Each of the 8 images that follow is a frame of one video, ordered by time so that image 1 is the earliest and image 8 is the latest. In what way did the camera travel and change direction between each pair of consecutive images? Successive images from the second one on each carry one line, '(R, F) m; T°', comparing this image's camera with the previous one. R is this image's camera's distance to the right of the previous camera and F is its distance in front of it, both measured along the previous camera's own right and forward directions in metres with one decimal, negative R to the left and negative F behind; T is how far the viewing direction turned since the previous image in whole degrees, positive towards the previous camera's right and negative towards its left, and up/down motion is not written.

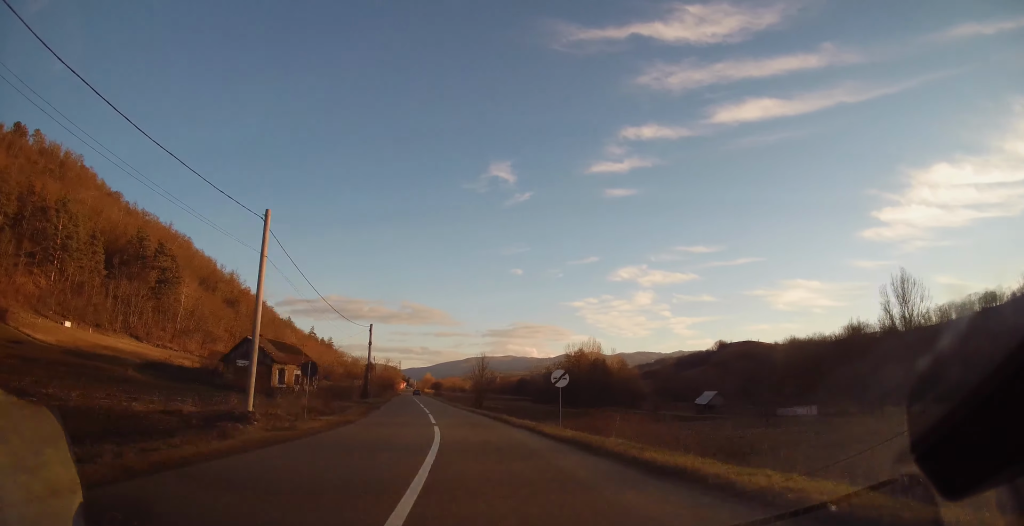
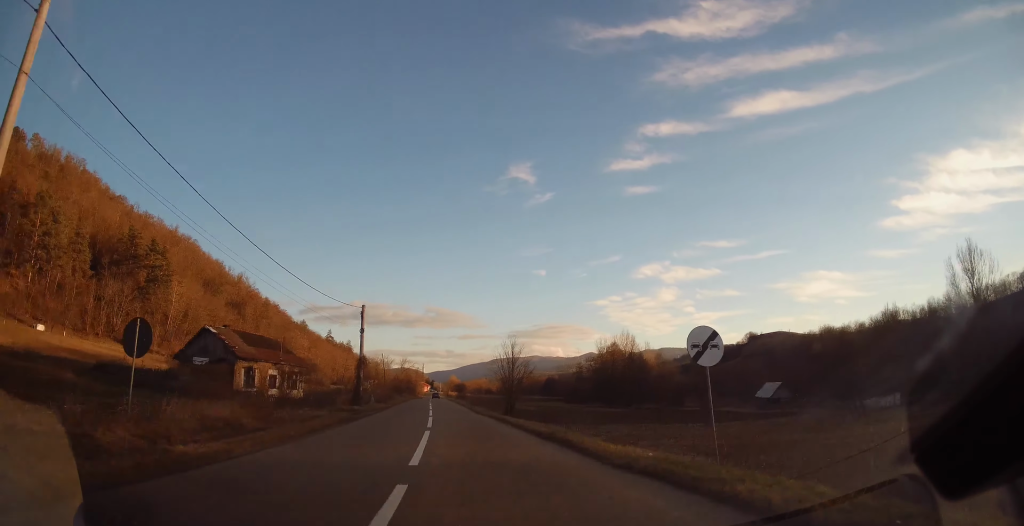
(-0.5, +14.5) m; -2°
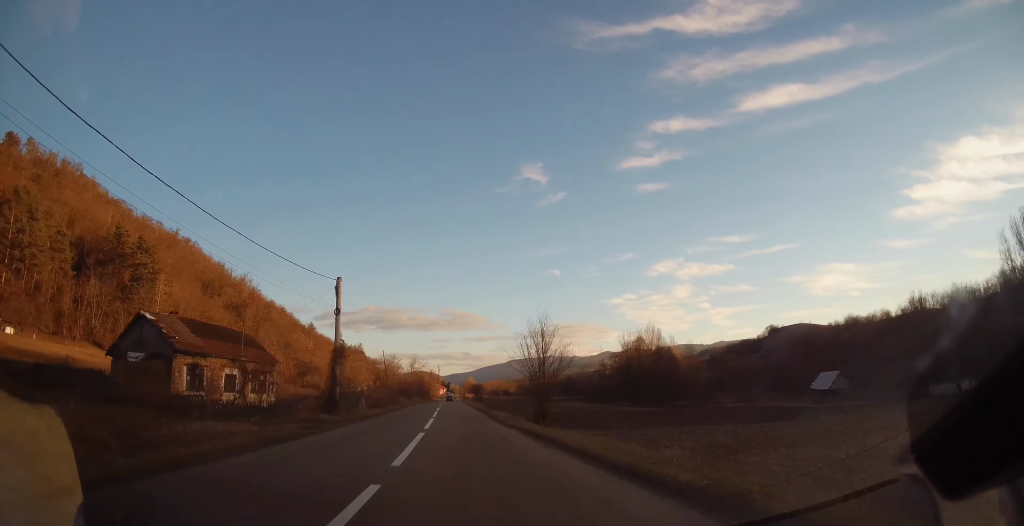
(-0.1, +11.6) m; -1°
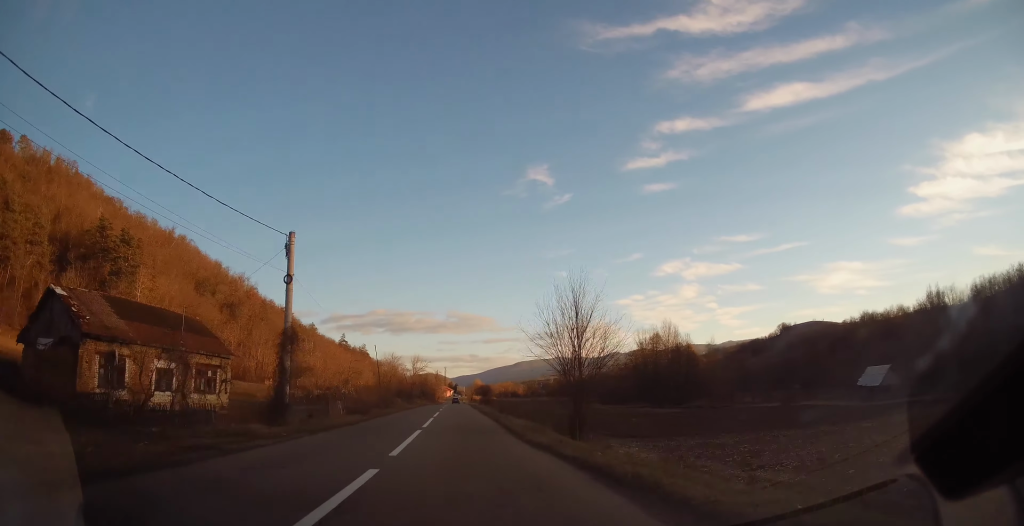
(-0.1, +9.7) m; -1°
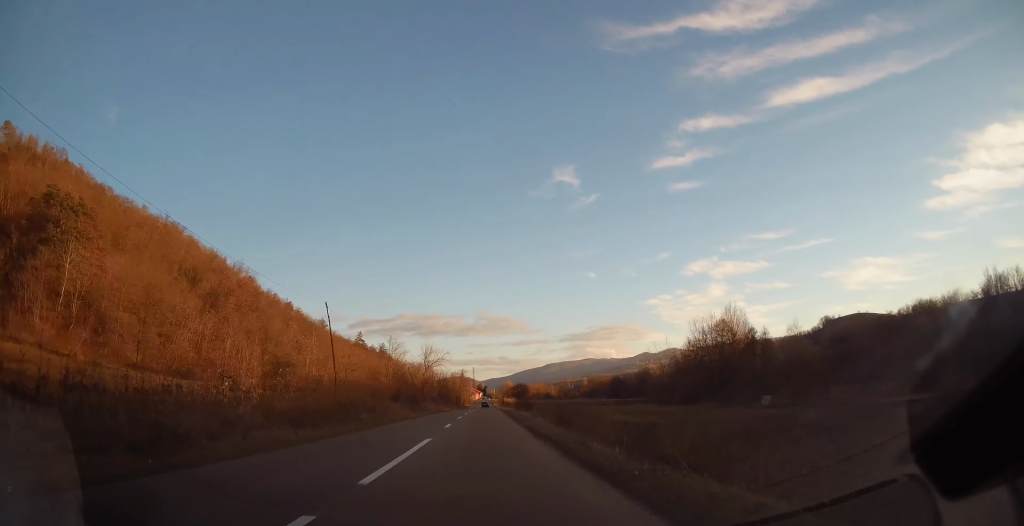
(-0.6, +27.6) m; -1°
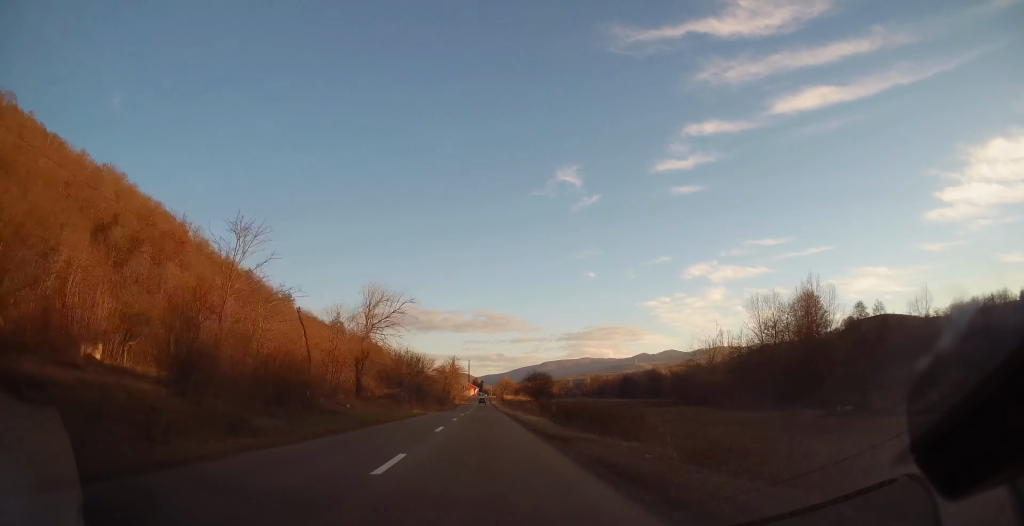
(0.0, +38.8) m; 0°
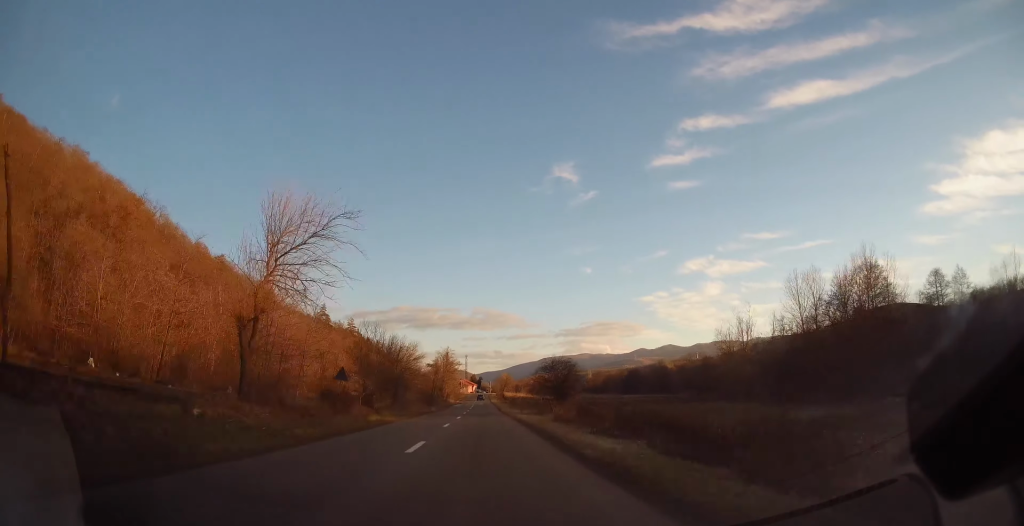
(-0.2, +18.6) m; 0°
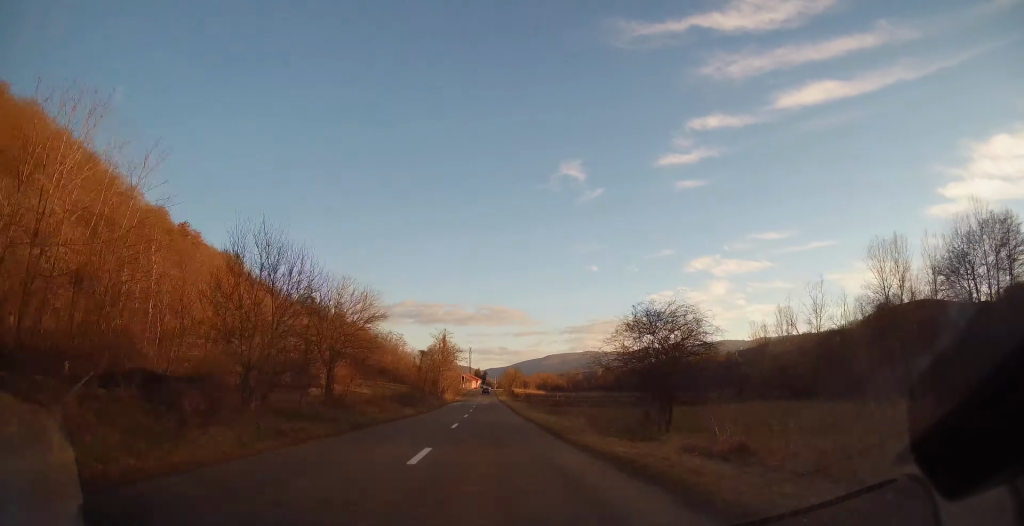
(+0.3, +25.9) m; 0°
